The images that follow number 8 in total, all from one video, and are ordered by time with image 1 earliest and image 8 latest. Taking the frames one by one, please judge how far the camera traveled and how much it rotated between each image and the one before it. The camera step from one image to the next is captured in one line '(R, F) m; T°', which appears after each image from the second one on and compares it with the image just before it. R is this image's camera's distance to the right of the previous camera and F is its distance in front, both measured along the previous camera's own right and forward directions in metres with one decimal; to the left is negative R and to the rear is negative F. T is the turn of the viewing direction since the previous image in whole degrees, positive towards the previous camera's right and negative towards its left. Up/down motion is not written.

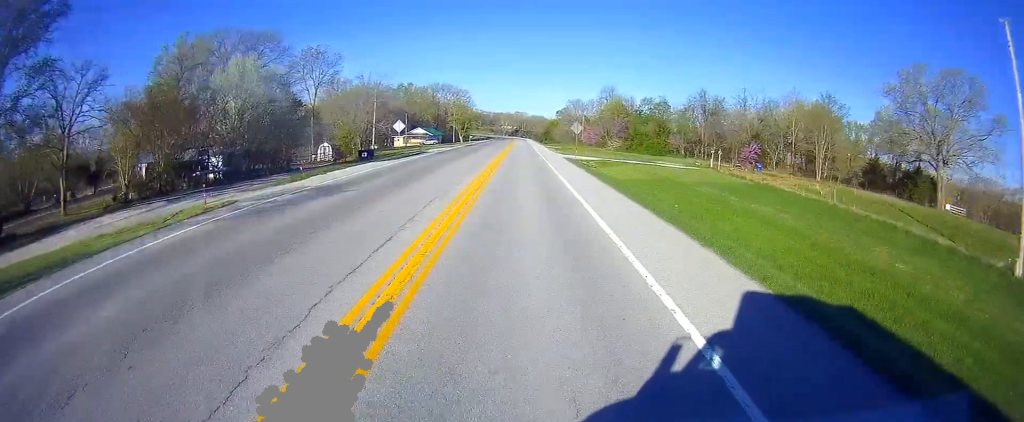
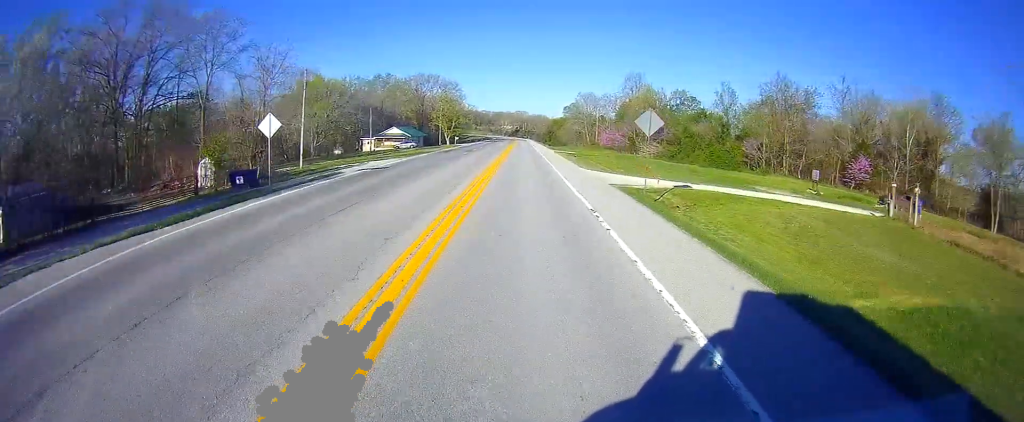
(-0.2, +31.0) m; 0°
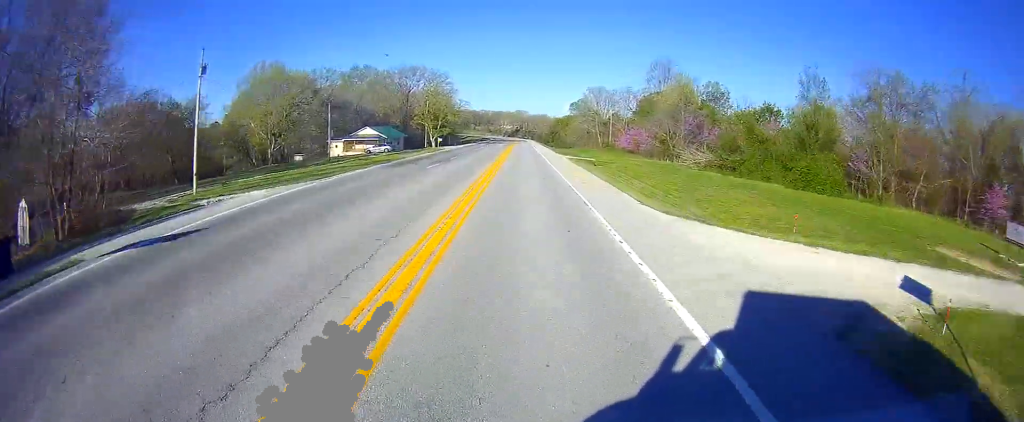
(+0.1, +21.7) m; 0°
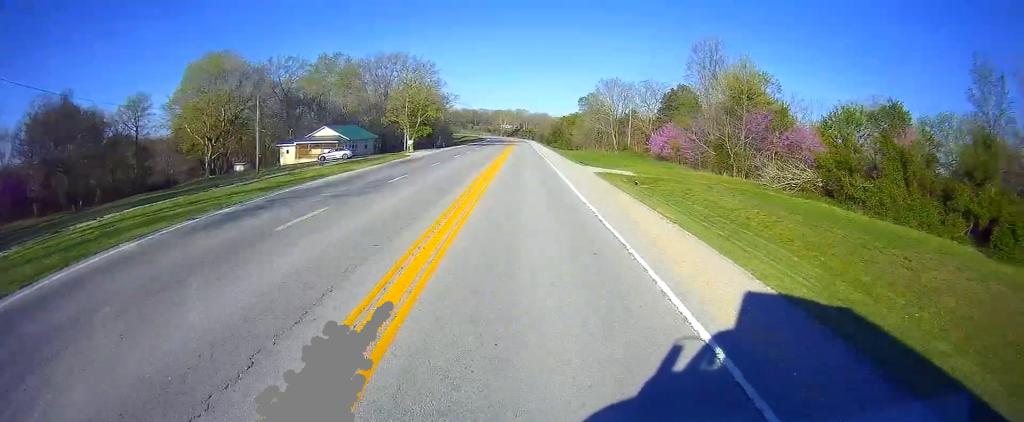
(0.0, +21.7) m; 0°
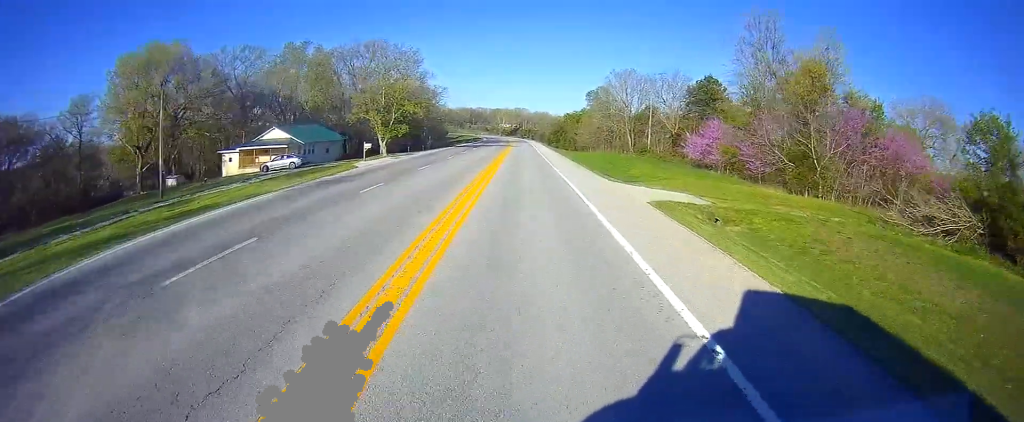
(-0.1, +16.5) m; 0°
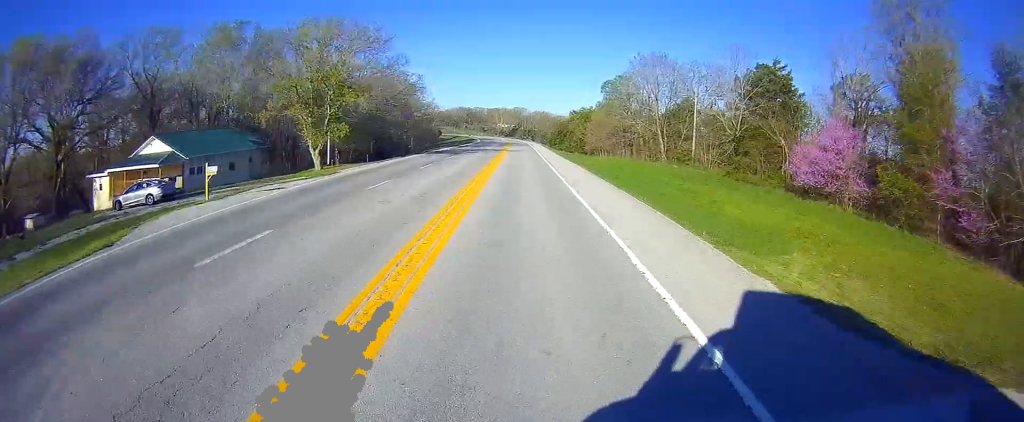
(+0.2, +22.7) m; 0°
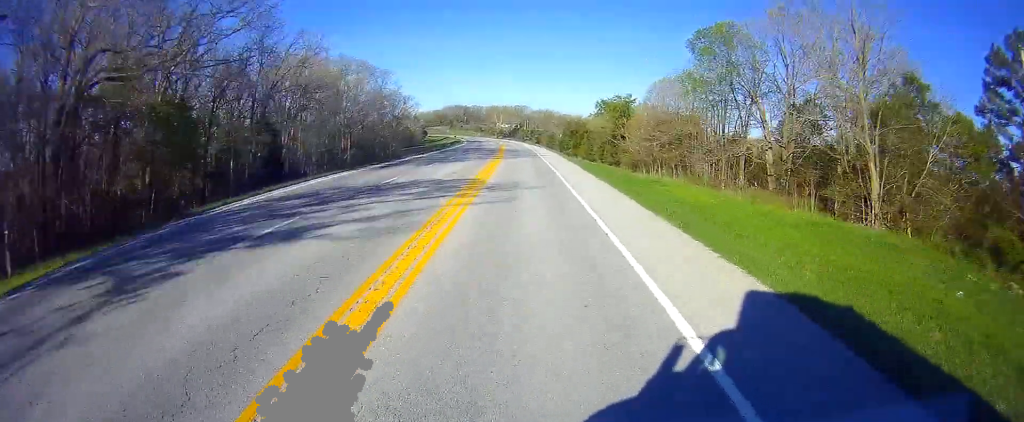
(-0.1, +46.4) m; -1°
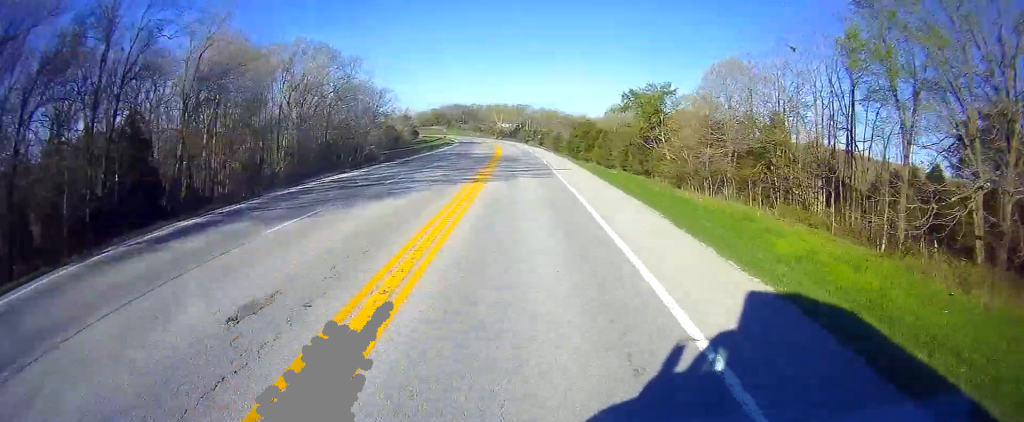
(0.0, +22.7) m; -1°
